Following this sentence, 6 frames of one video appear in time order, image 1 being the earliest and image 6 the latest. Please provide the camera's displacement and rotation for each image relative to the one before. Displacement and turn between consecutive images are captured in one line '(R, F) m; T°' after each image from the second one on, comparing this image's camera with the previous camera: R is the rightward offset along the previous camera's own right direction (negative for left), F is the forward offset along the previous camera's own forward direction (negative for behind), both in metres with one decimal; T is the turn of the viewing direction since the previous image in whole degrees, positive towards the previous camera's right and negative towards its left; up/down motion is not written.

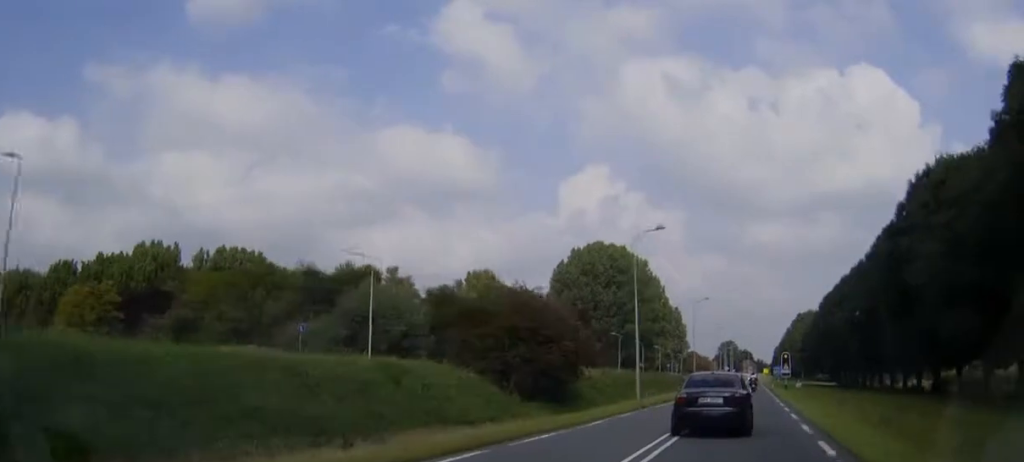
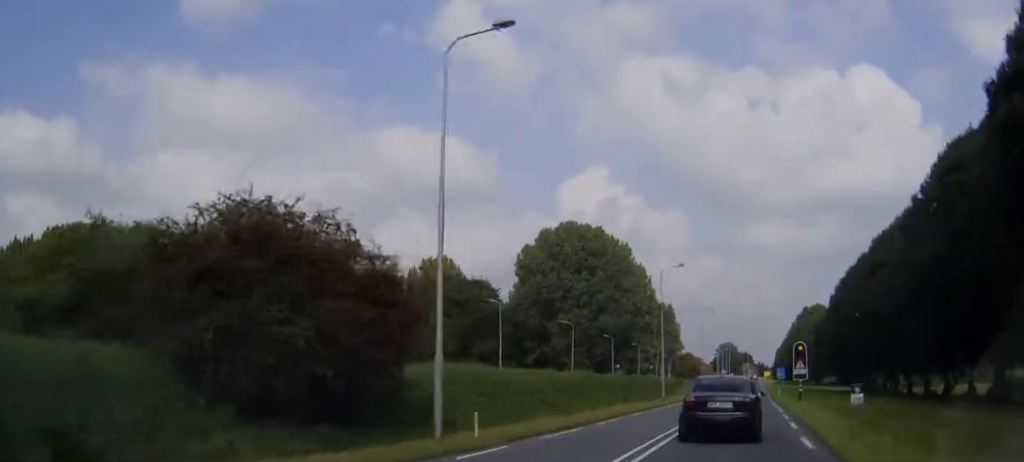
(+0.1, +28.0) m; 0°
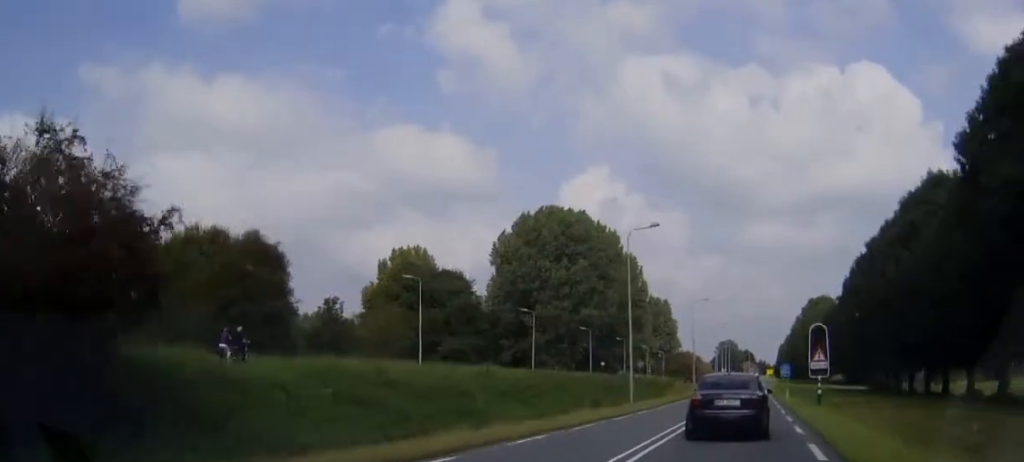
(0.0, +15.1) m; 0°
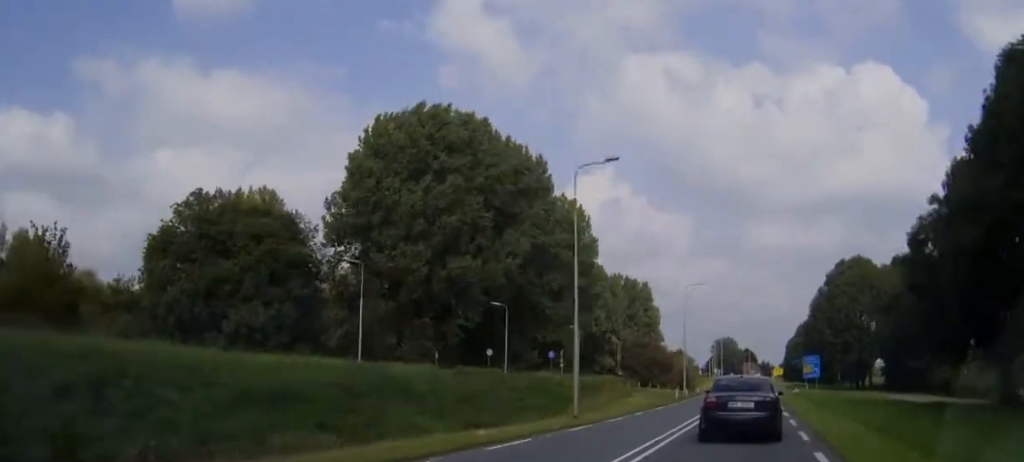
(-0.2, +55.5) m; 0°
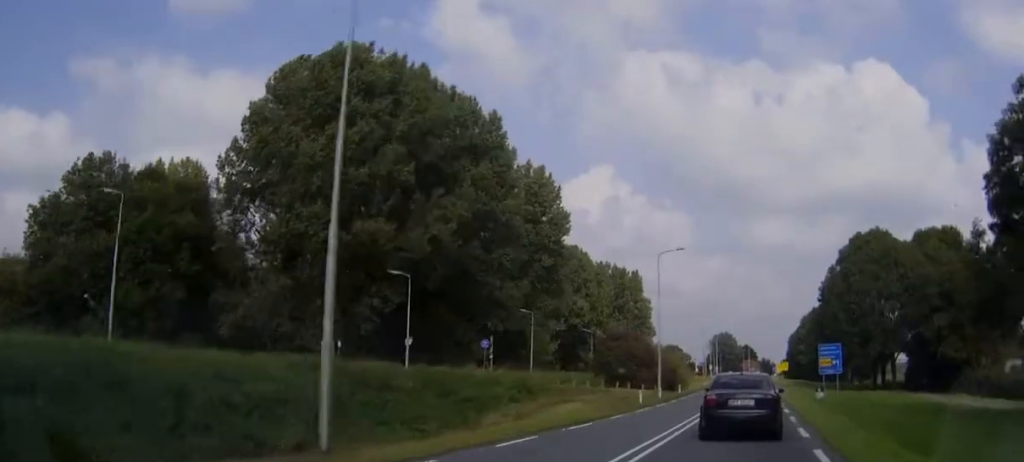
(0.0, +17.8) m; 0°
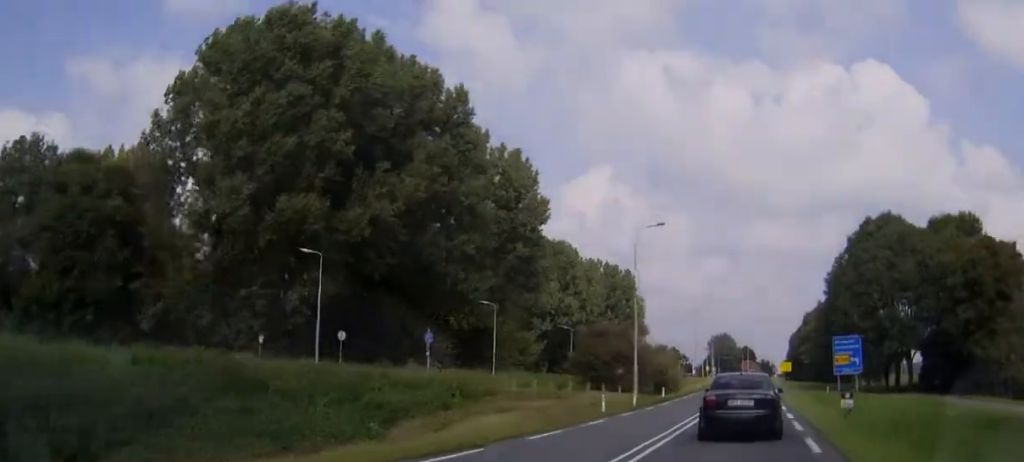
(0.0, +9.8) m; 0°
